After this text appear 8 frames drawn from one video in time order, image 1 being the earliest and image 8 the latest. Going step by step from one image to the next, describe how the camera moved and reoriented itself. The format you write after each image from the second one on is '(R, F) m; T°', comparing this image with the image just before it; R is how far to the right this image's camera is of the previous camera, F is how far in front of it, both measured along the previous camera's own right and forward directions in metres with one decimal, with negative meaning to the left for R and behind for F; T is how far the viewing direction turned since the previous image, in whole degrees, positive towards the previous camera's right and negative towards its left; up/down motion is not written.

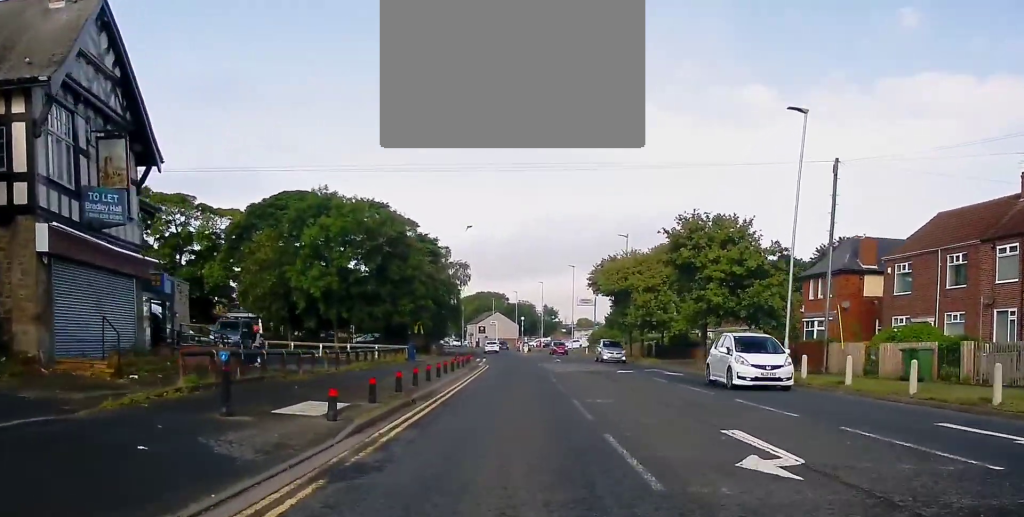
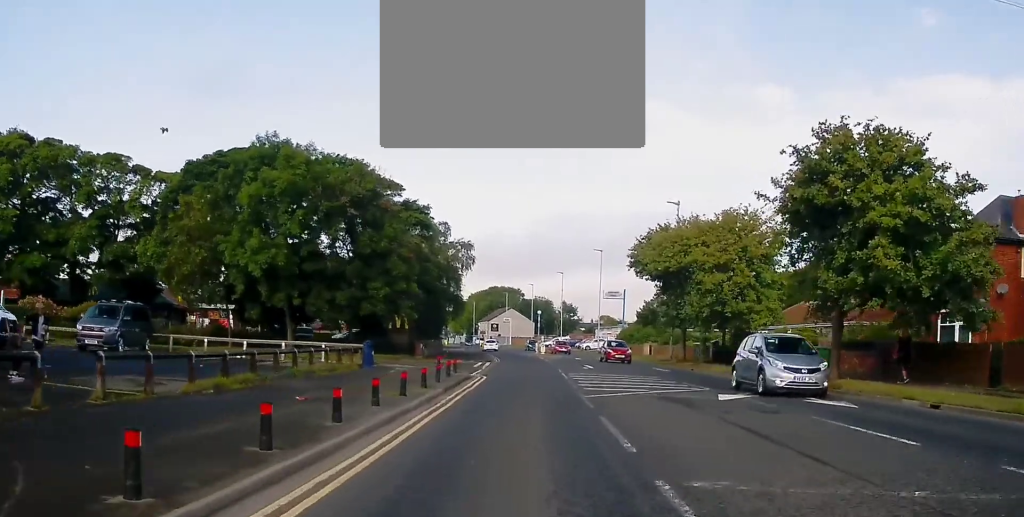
(-0.4, +16.0) m; -3°
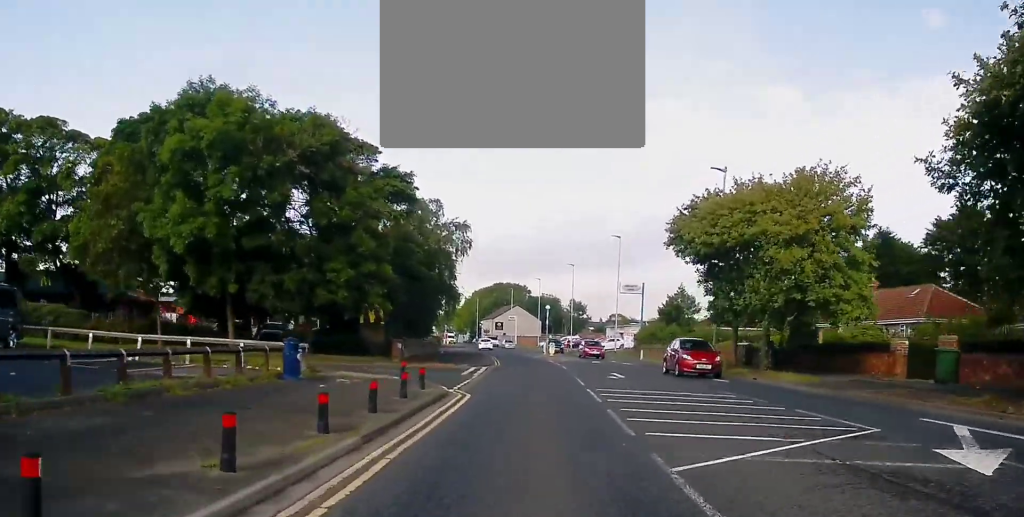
(-0.3, +10.2) m; -1°
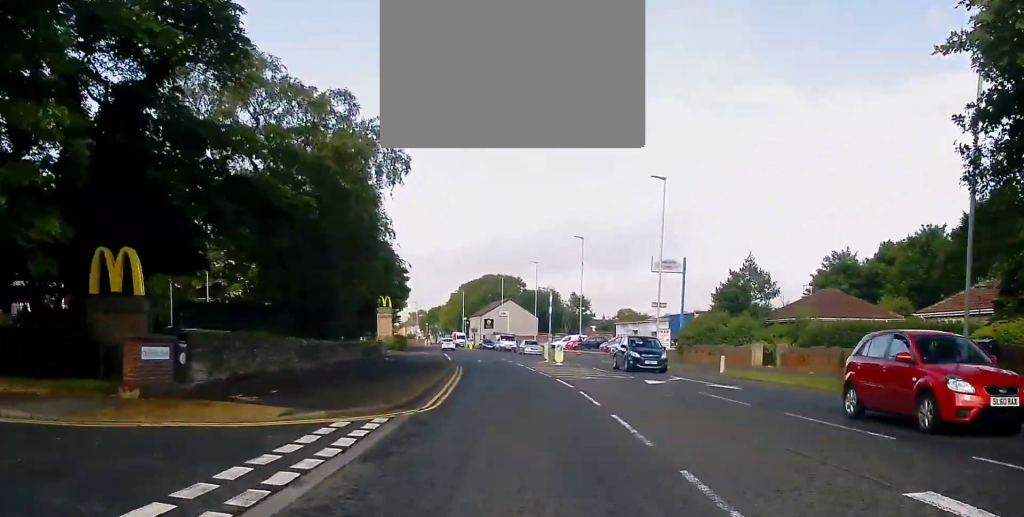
(+0.9, +25.3) m; +1°
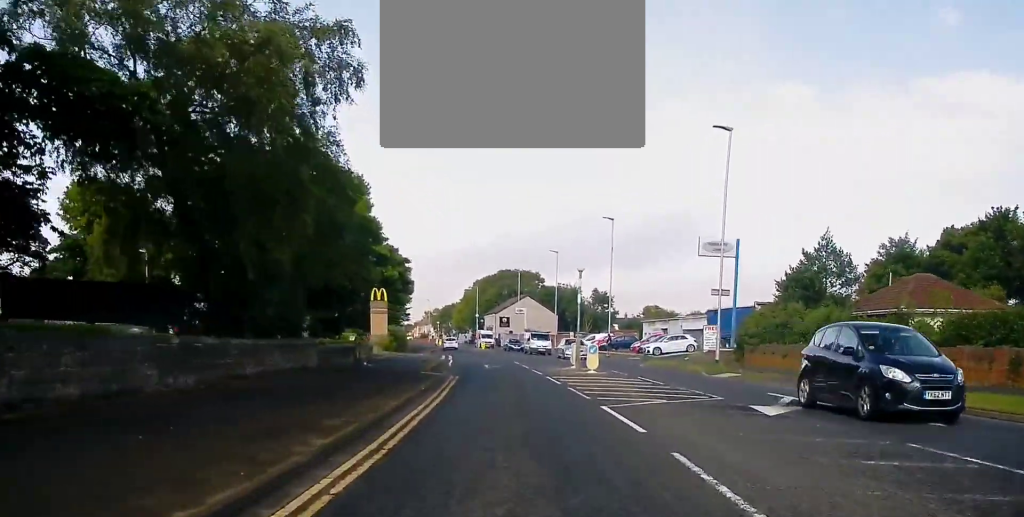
(-0.4, +10.6) m; -2°
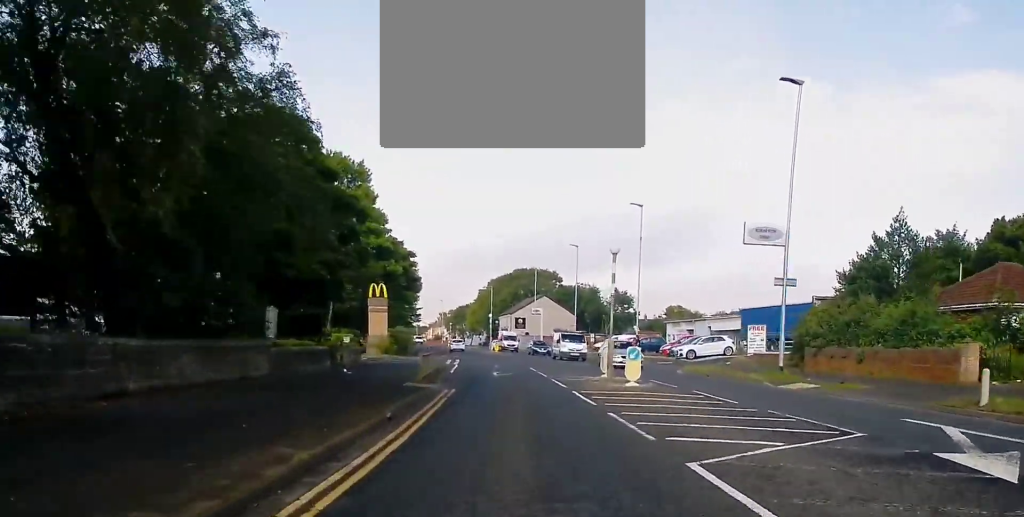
(0.0, +6.6) m; 0°
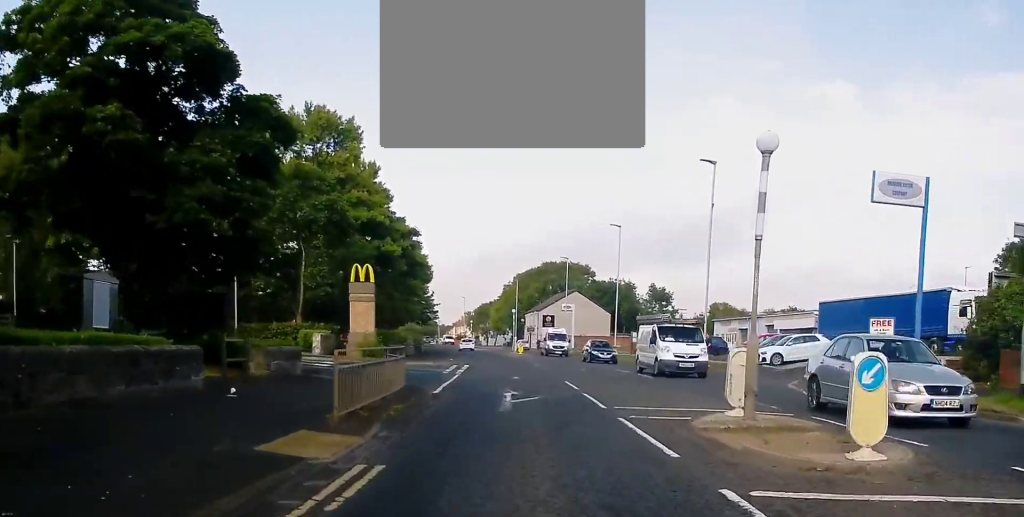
(0.0, +13.2) m; -1°
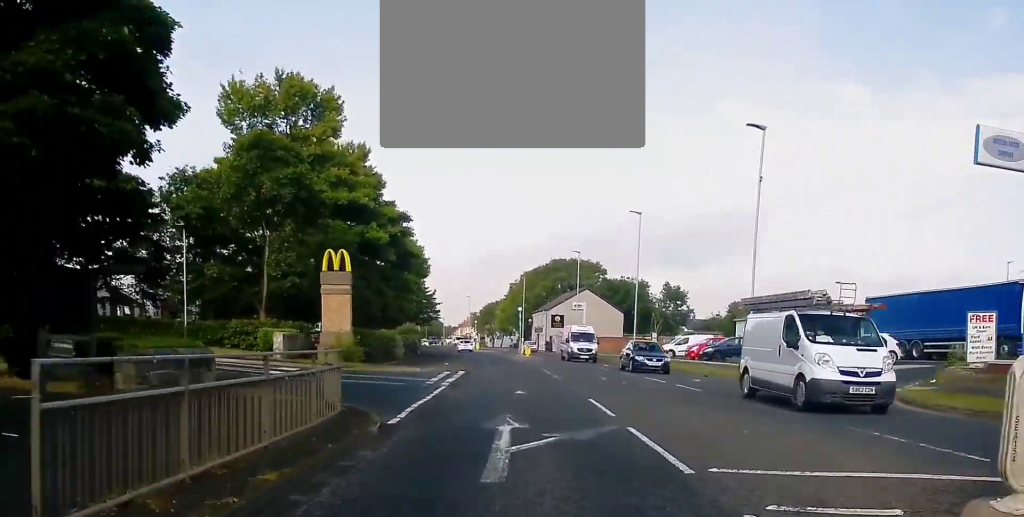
(-0.1, +7.0) m; -1°
